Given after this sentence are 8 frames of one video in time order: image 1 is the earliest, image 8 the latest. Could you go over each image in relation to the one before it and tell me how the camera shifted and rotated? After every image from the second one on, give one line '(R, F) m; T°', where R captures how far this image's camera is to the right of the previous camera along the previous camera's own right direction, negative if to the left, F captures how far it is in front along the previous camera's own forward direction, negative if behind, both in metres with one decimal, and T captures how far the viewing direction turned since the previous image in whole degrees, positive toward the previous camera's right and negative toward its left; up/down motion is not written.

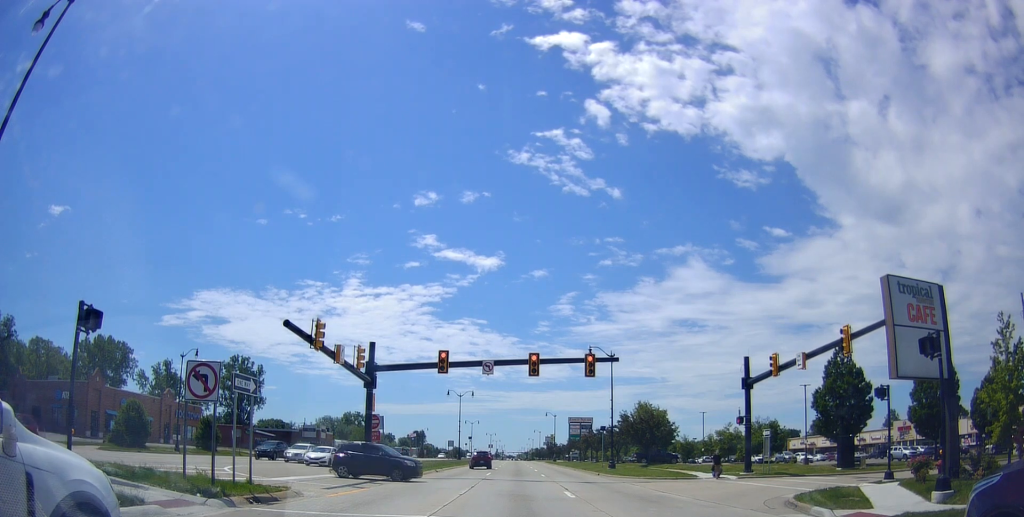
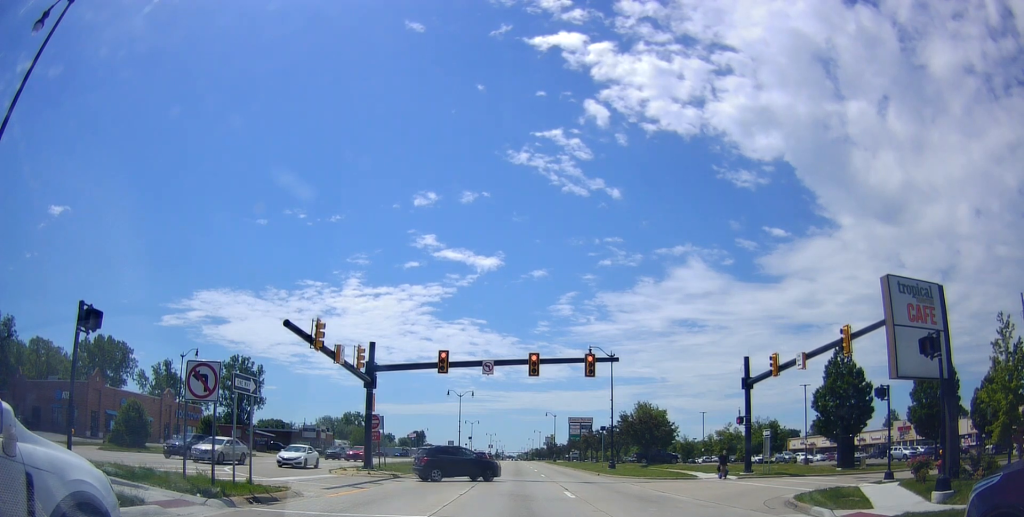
(0.0, -0.2) m; 0°
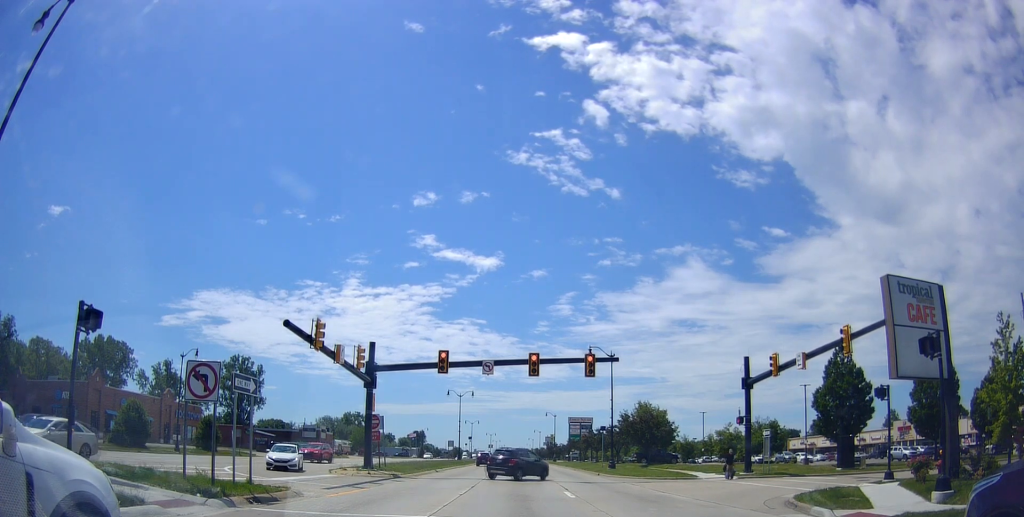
(0.0, 0.0) m; 0°
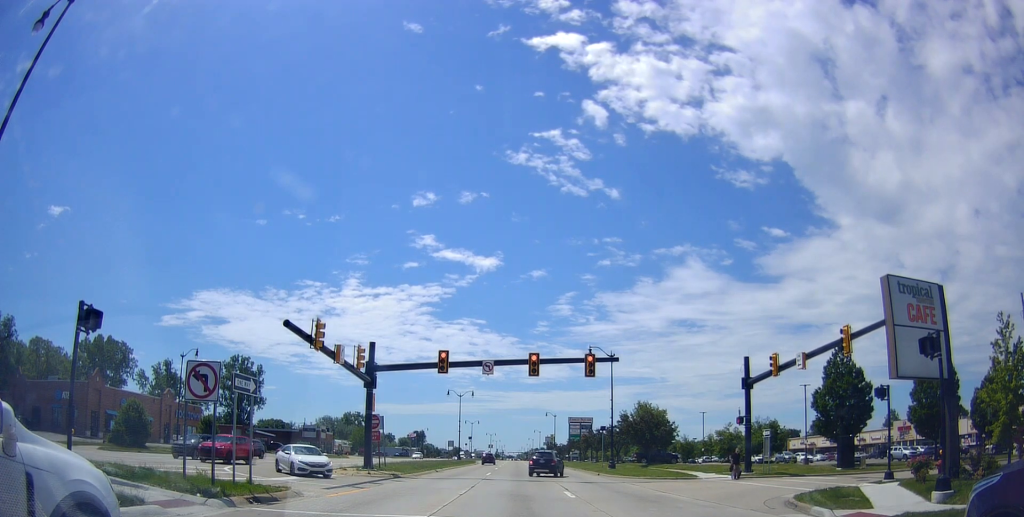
(0.0, 0.0) m; 0°
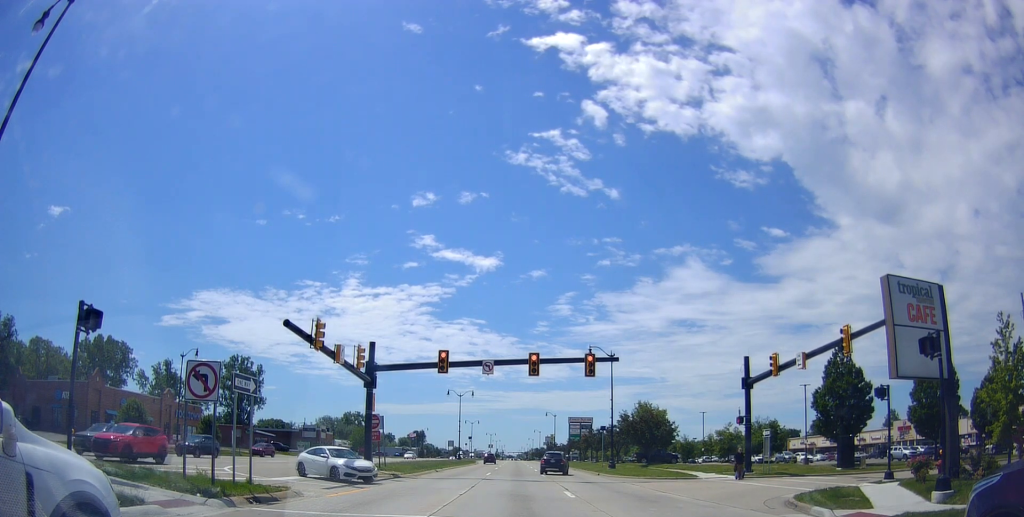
(0.0, 0.0) m; 0°
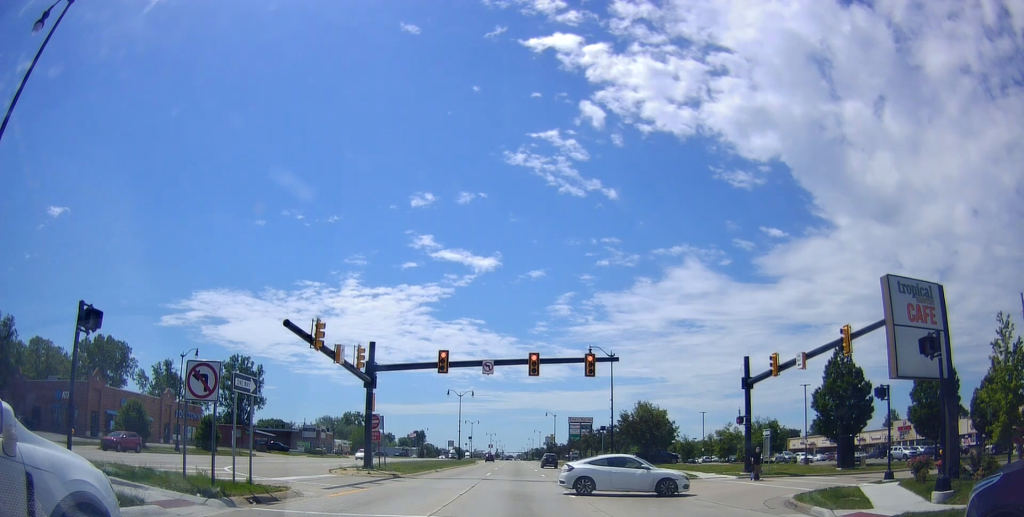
(0.0, 0.0) m; 0°
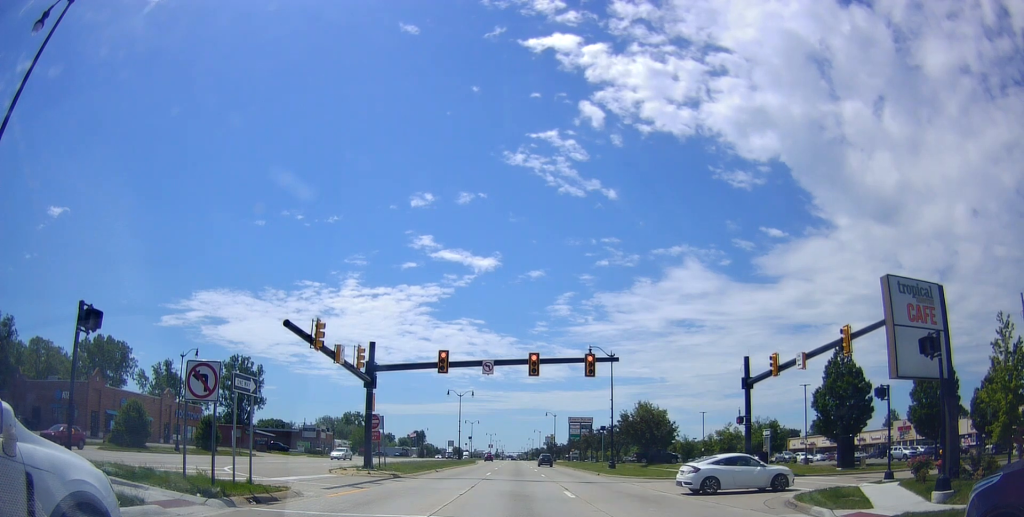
(0.0, 0.0) m; 0°
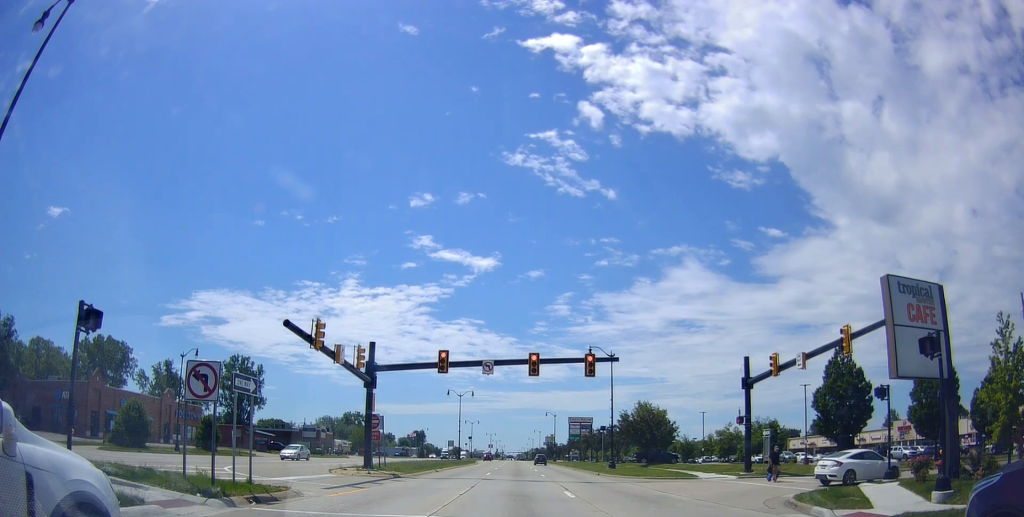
(0.0, 0.0) m; 0°
